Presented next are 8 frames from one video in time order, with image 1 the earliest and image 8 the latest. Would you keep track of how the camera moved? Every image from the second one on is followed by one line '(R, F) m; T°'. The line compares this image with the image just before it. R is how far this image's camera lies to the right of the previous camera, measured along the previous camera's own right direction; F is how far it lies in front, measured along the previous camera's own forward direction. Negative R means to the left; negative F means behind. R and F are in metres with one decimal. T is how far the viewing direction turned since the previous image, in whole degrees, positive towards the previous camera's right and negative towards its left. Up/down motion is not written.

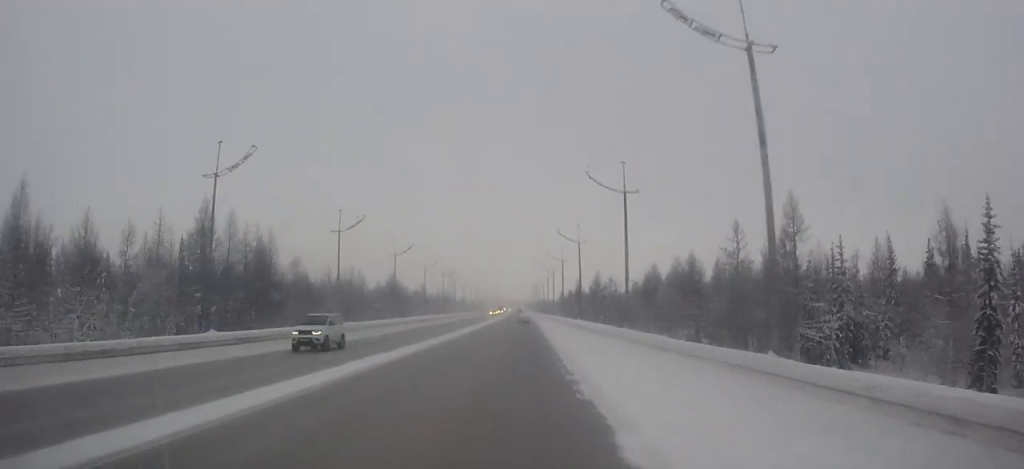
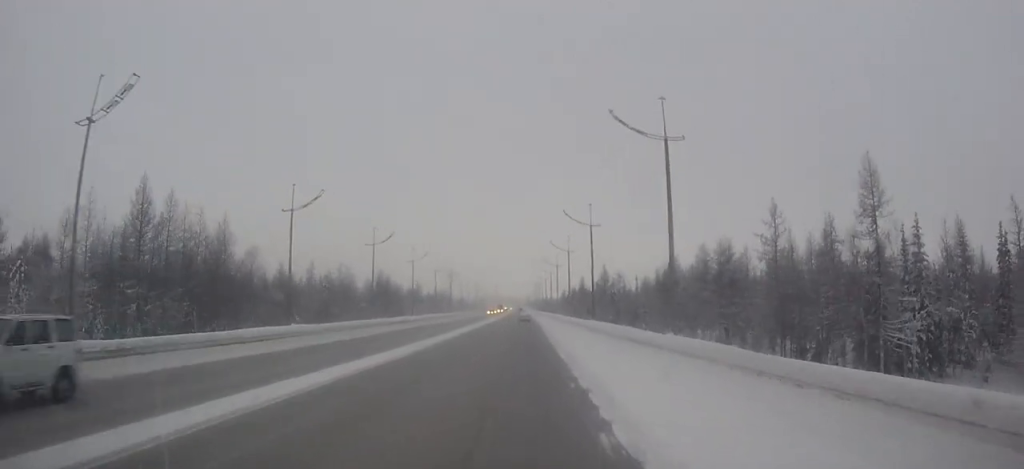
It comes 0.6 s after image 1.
(0.0, +11.7) m; 0°
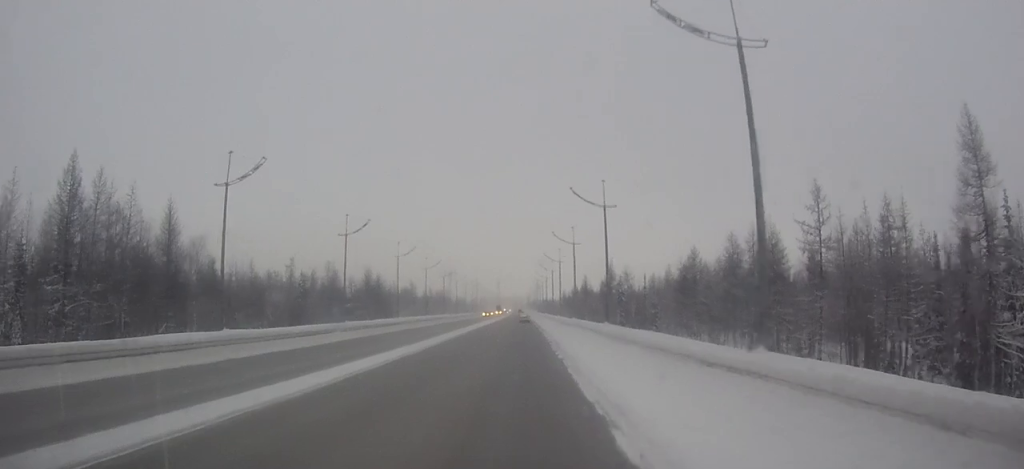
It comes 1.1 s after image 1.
(0.0, +10.4) m; 0°
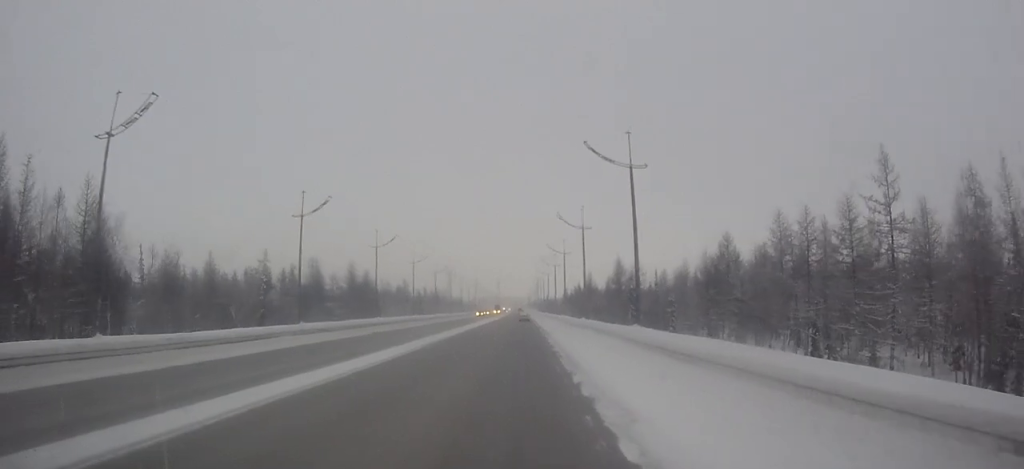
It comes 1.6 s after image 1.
(0.0, +11.7) m; 0°
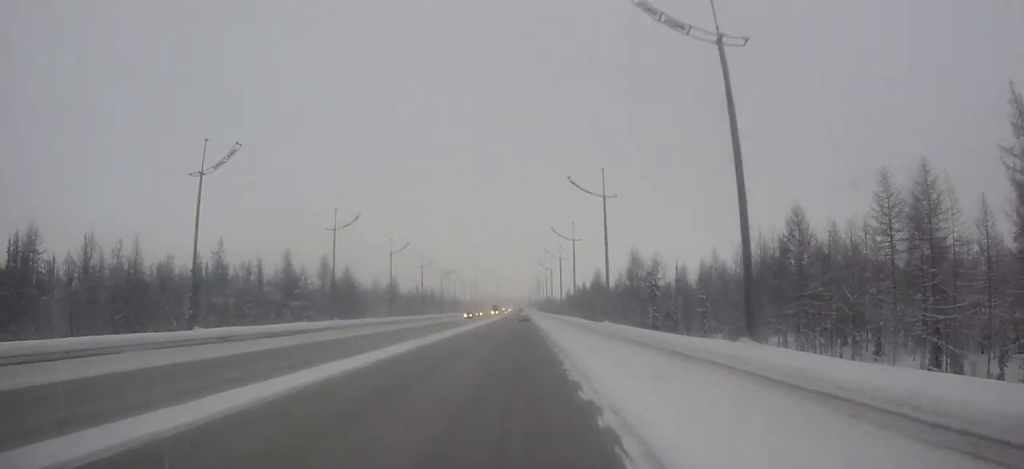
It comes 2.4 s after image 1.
(0.0, +15.9) m; 0°
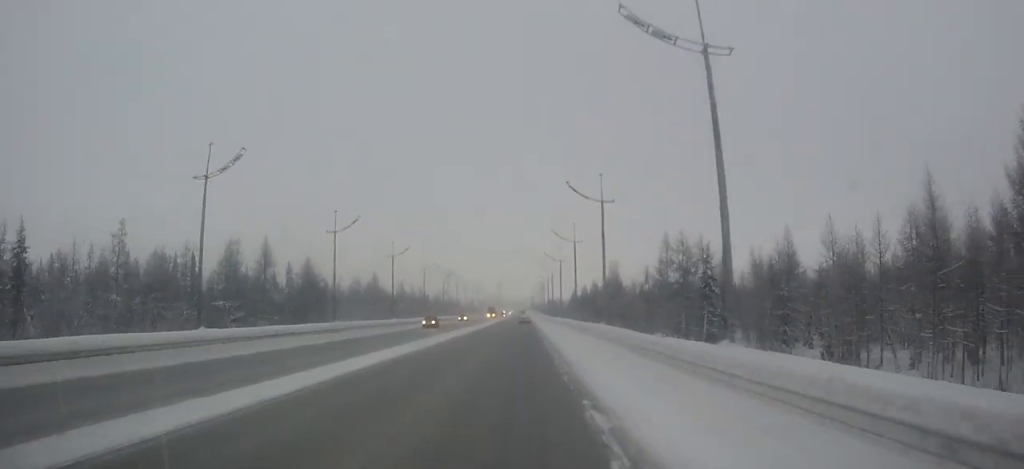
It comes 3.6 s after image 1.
(0.0, +24.2) m; 0°
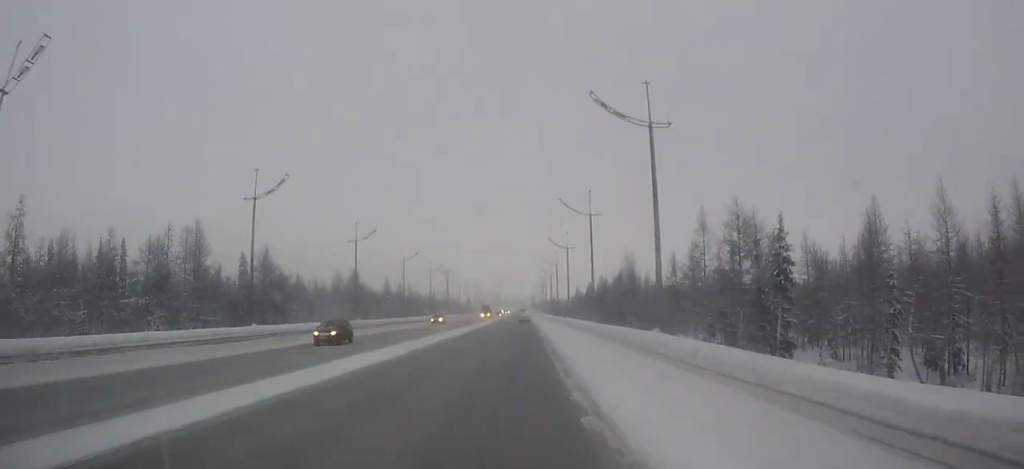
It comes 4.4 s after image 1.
(0.0, +17.3) m; 0°
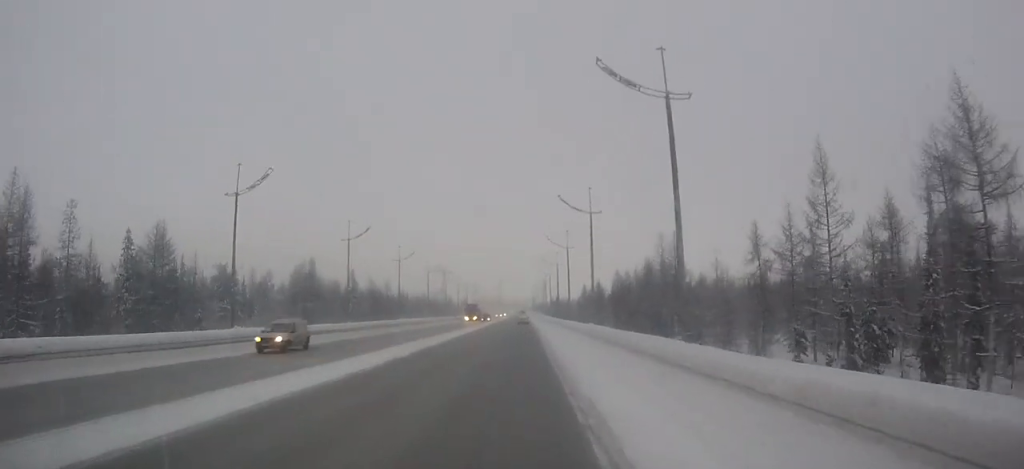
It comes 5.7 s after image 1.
(0.0, +27.6) m; 0°
